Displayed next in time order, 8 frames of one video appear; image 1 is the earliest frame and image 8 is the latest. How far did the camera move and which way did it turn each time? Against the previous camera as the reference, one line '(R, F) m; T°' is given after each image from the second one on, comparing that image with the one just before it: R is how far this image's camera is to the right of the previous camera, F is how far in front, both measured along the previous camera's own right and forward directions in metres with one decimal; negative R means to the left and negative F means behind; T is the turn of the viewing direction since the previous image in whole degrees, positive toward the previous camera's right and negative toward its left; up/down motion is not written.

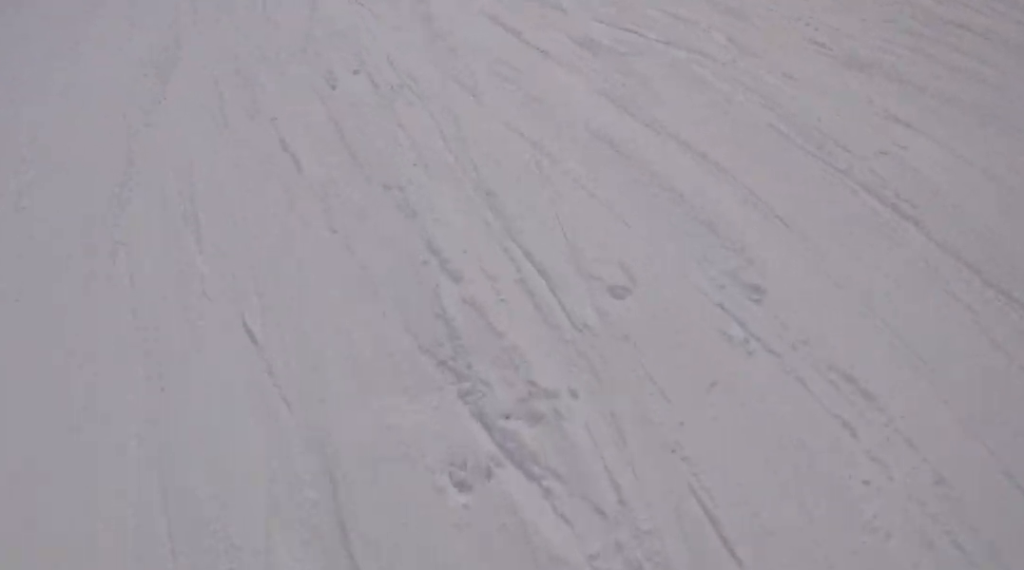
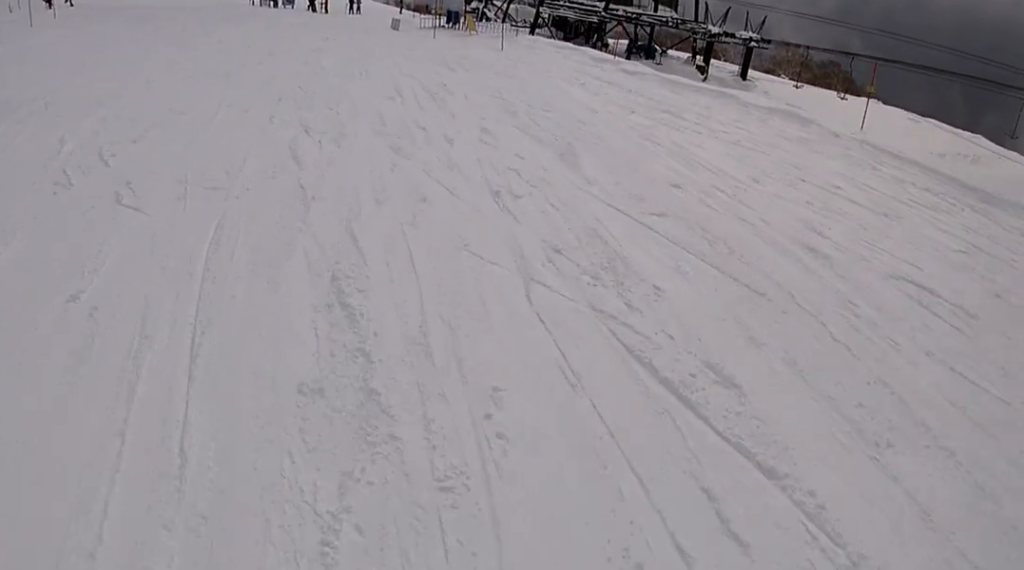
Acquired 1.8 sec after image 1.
(-1.4, +7.7) m; -10°
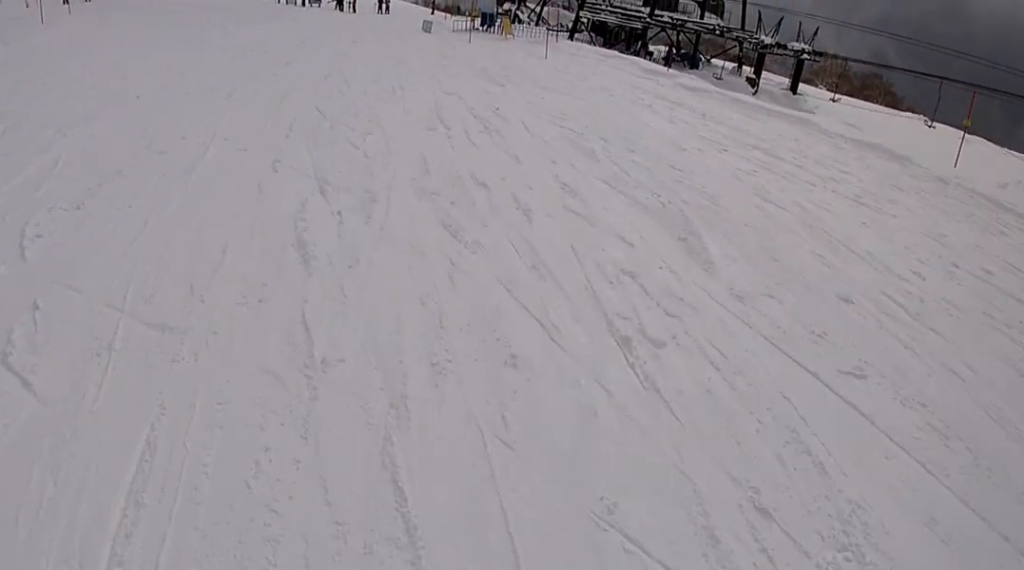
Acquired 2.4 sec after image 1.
(0.0, +2.7) m; 0°
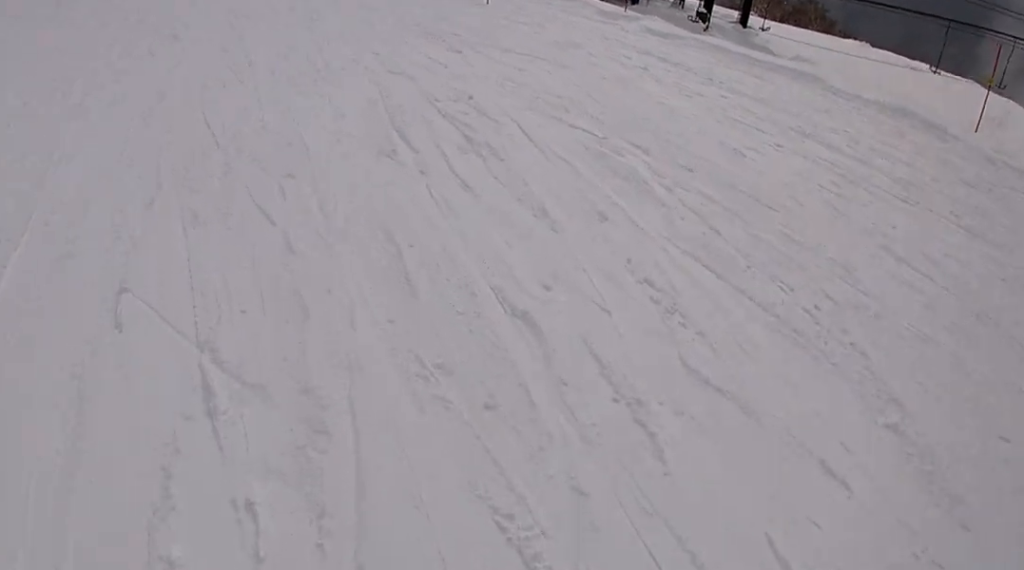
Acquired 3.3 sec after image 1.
(0.0, +3.8) m; 0°
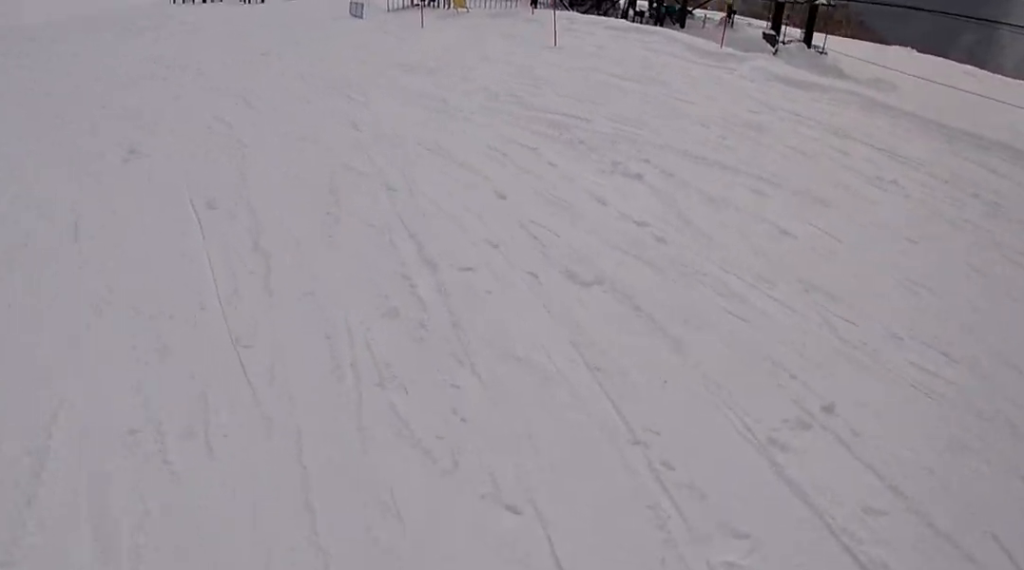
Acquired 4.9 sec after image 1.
(0.0, +5.9) m; 0°
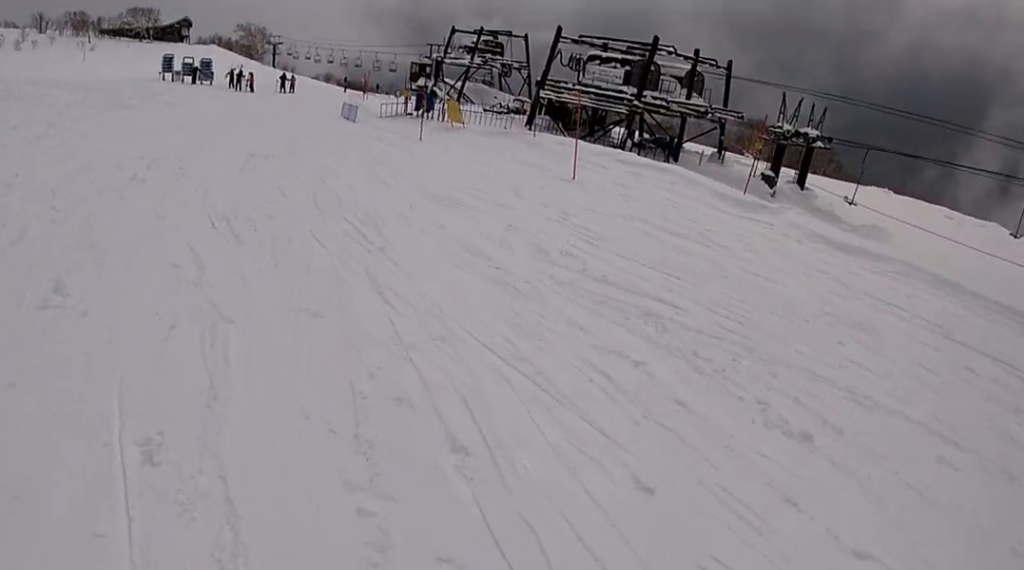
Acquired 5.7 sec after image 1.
(0.0, +2.7) m; 0°
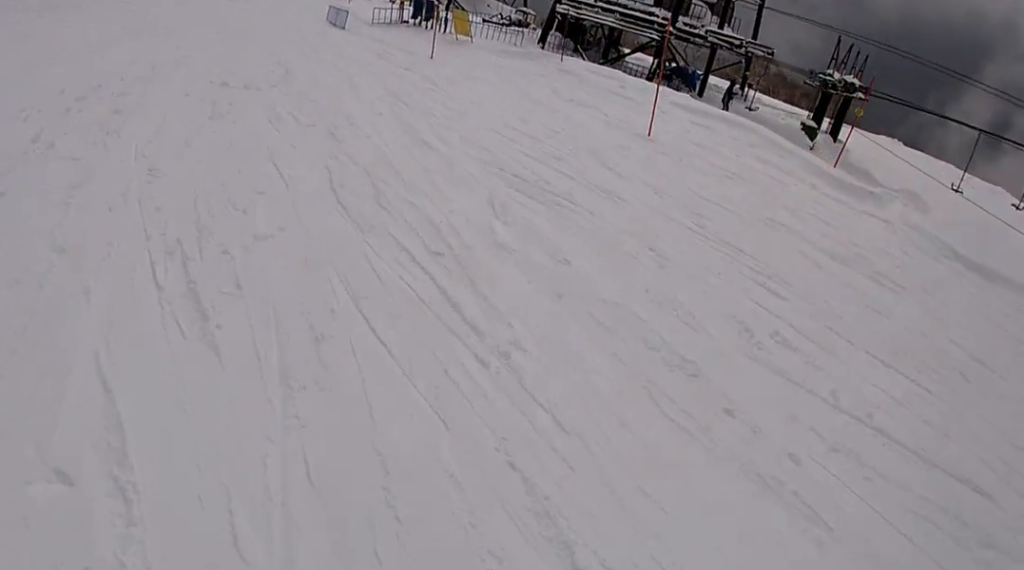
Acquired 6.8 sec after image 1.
(0.0, +4.0) m; 0°
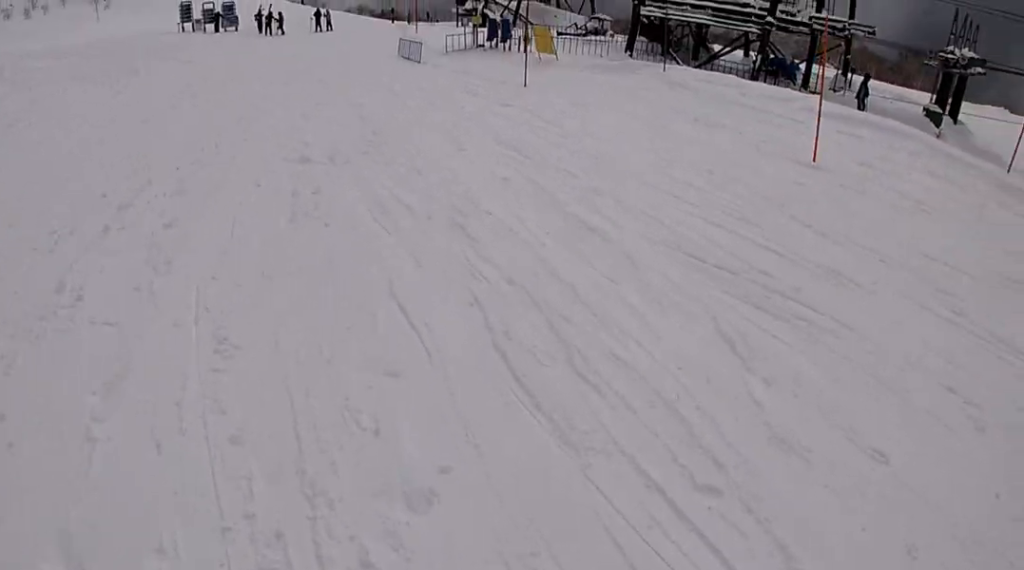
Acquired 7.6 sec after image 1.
(0.0, +1.6) m; 0°
